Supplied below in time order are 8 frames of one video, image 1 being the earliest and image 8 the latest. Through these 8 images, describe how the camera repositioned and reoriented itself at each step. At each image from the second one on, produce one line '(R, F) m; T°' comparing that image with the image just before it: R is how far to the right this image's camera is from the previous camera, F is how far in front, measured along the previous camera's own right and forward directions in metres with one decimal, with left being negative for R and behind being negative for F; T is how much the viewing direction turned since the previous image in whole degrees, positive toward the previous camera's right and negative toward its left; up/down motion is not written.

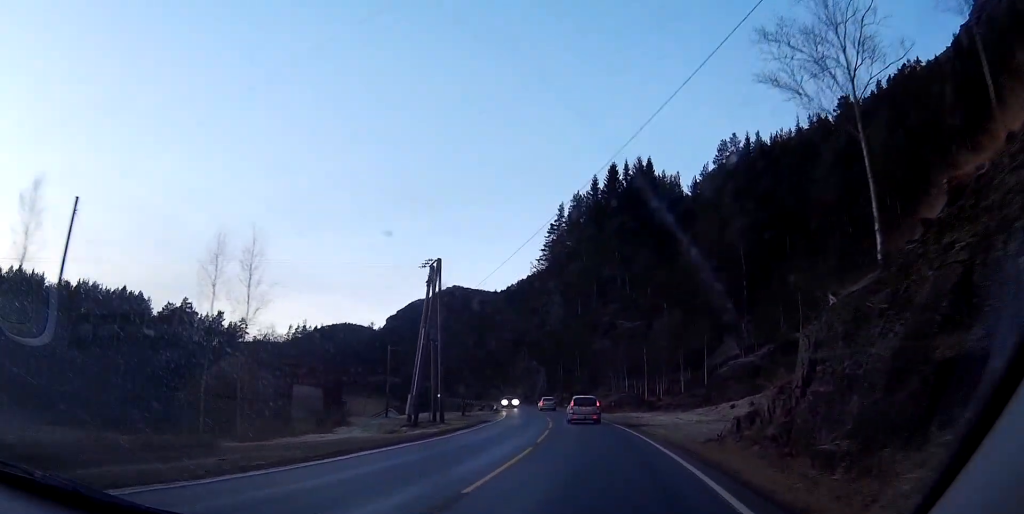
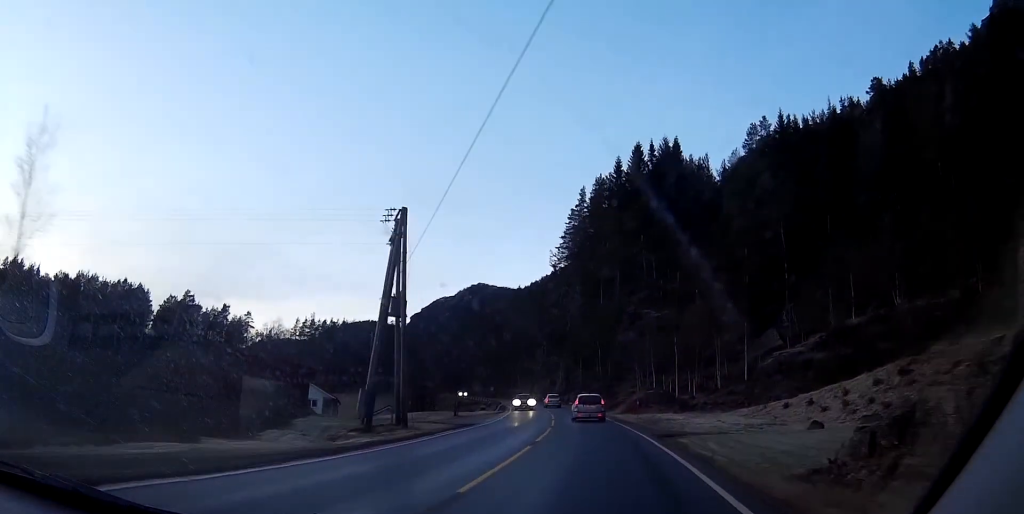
(0.0, +11.9) m; -1°
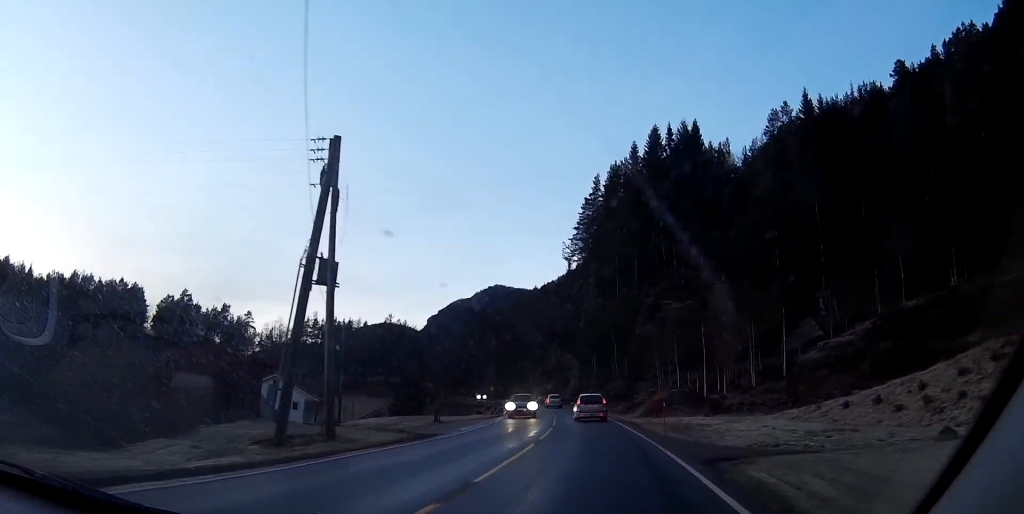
(0.0, +10.2) m; -2°
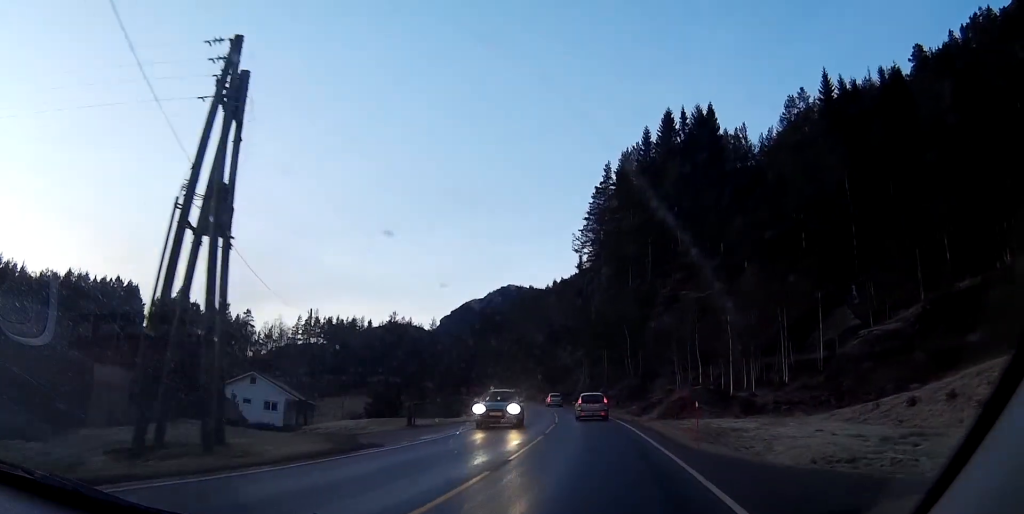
(-0.2, +7.8) m; -2°
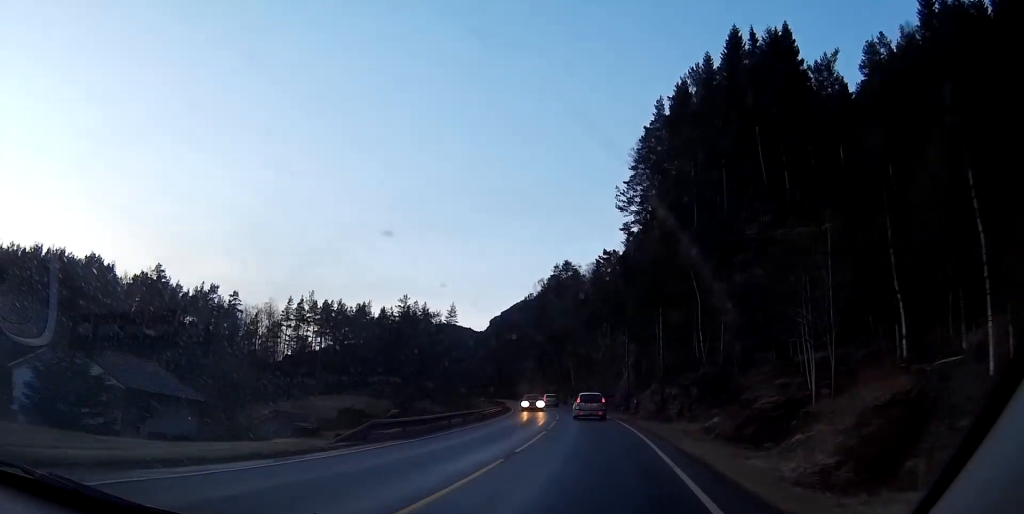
(-1.9, +32.7) m; -7°
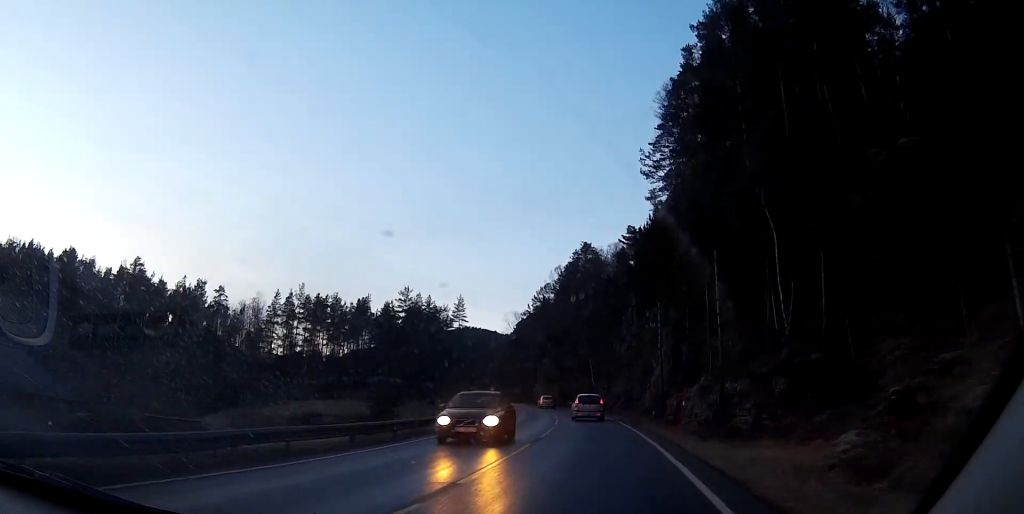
(-0.6, +17.5) m; -3°
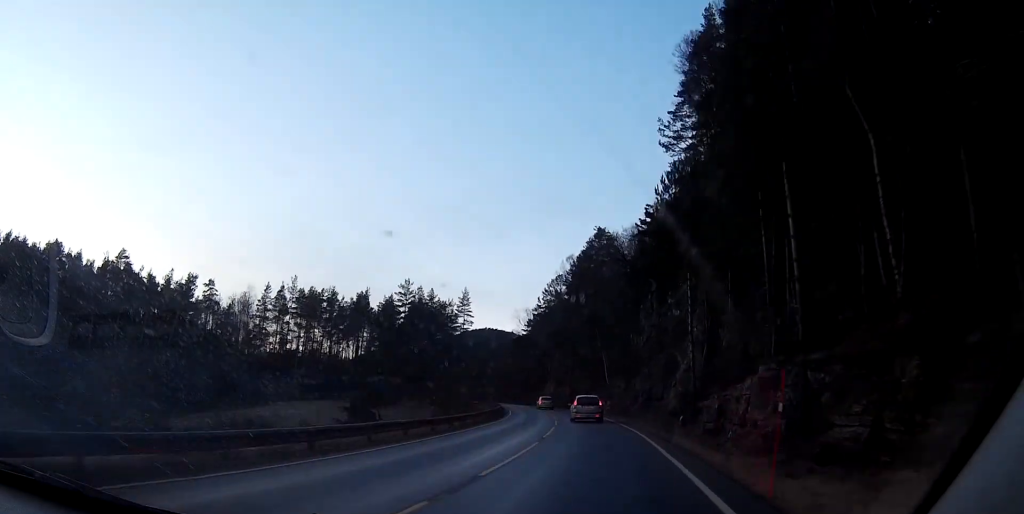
(-0.2, +10.7) m; -2°
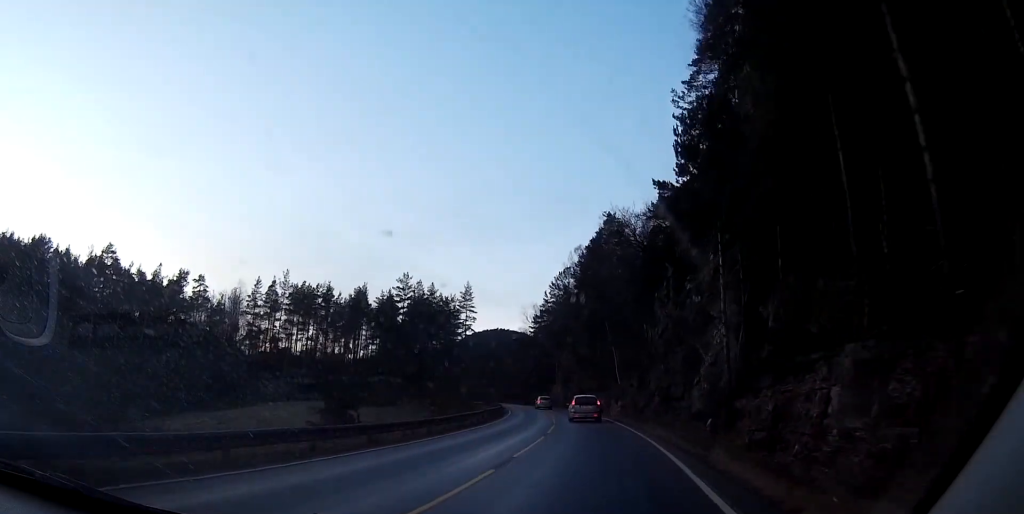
(-0.1, +7.9) m; -1°
